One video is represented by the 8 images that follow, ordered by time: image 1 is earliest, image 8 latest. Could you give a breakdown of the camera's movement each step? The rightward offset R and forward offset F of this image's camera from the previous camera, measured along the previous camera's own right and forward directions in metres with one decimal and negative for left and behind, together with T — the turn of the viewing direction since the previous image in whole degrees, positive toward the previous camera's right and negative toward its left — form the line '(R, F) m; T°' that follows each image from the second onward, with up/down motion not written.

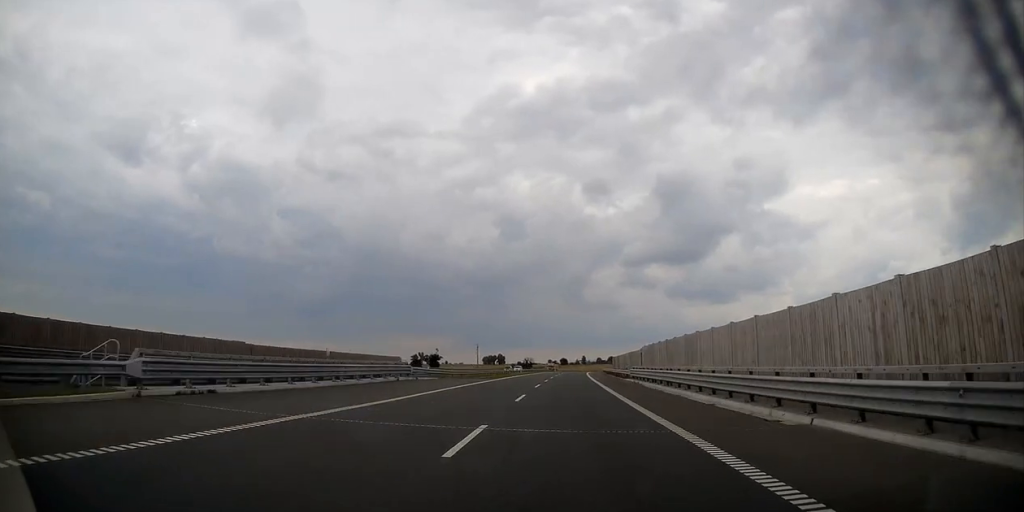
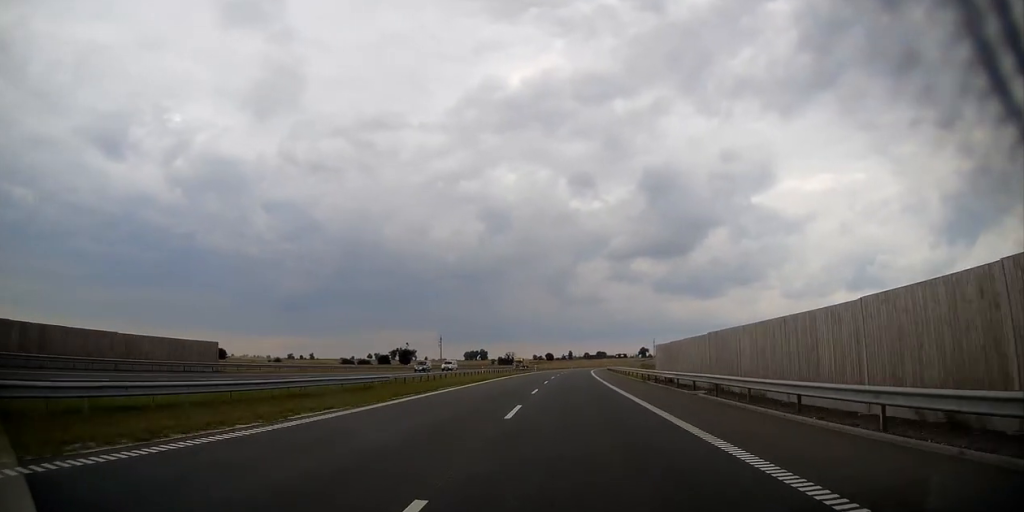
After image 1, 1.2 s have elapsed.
(+0.8, +52.3) m; +1°
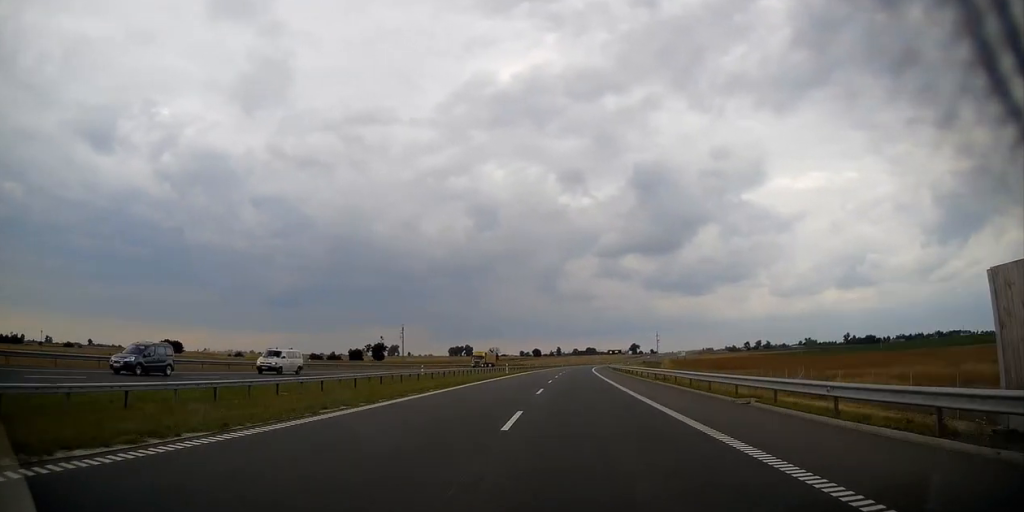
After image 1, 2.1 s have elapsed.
(+0.3, +37.7) m; +1°
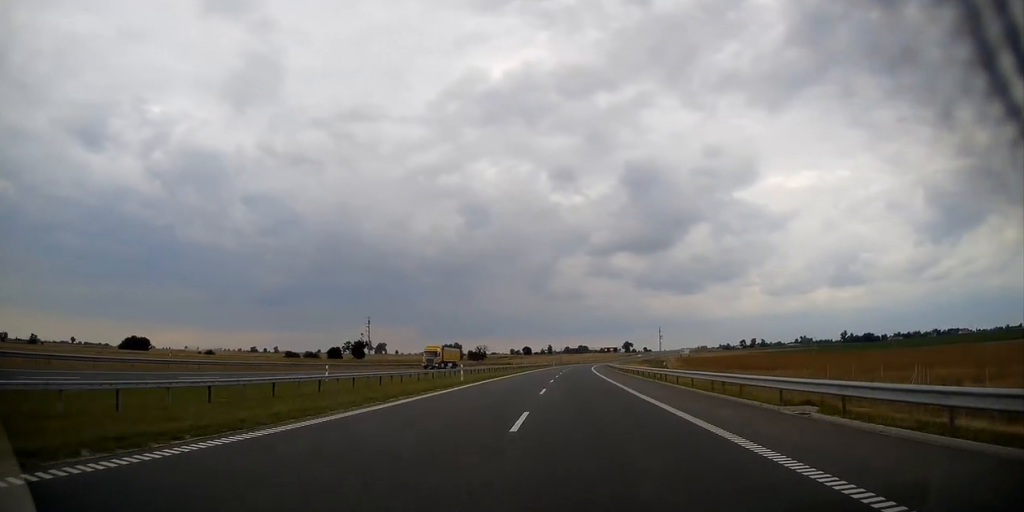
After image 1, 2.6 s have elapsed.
(+0.2, +24.5) m; +1°
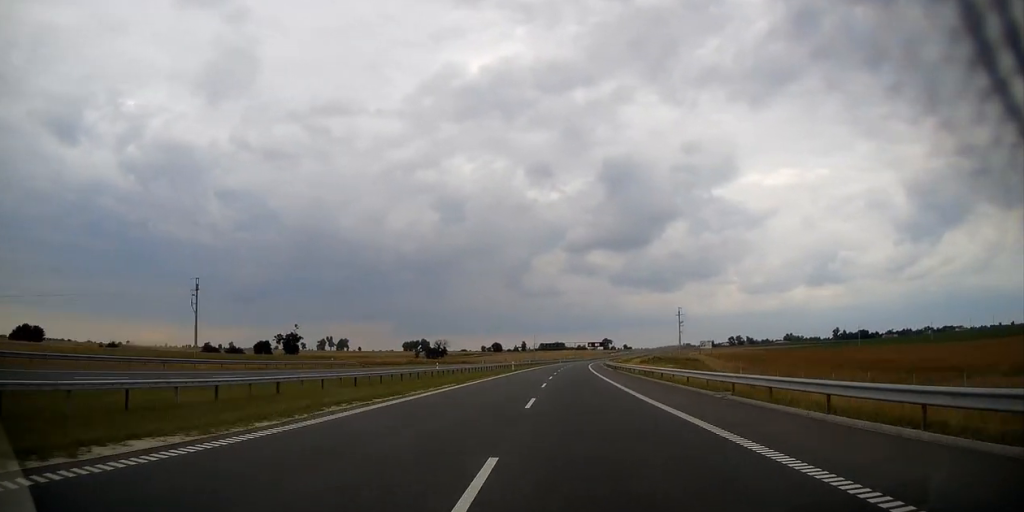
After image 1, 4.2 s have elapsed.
(+1.4, +68.3) m; +2°
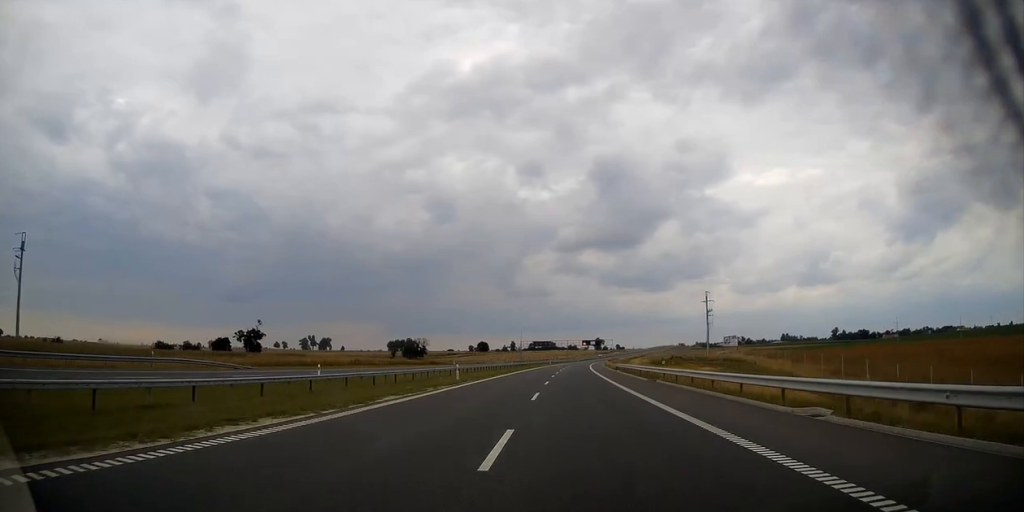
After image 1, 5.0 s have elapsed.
(+0.3, +33.7) m; +1°
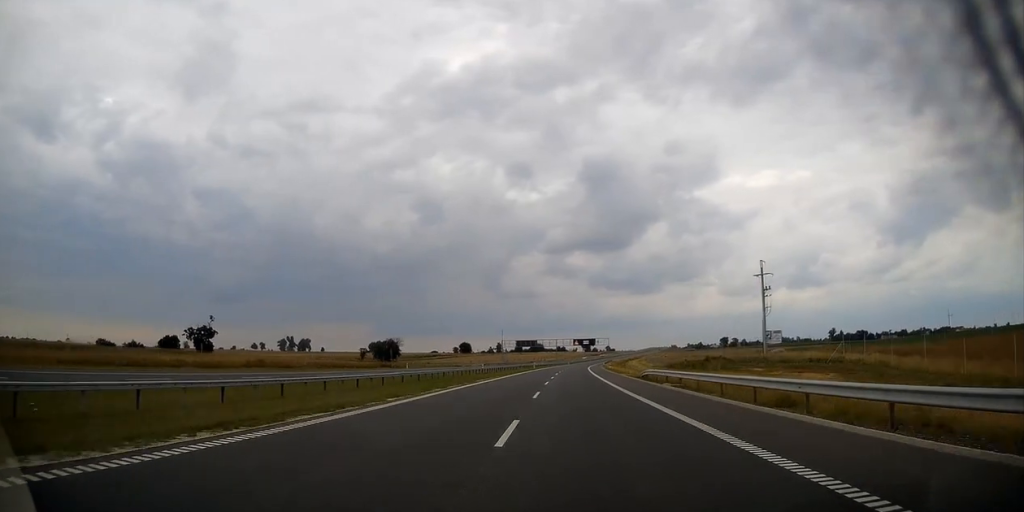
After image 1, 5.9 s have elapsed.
(+0.2, +34.7) m; +1°
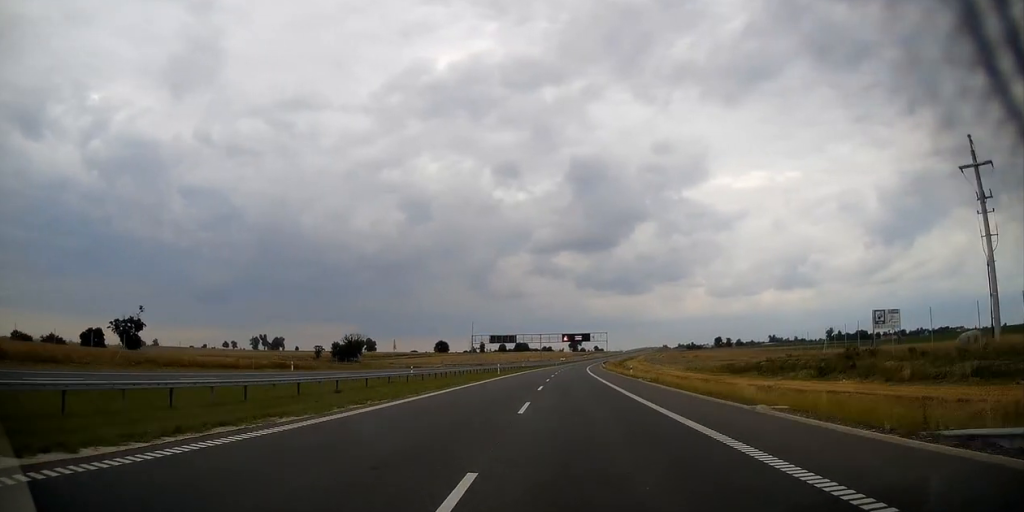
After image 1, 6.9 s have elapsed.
(+0.5, +42.7) m; +1°
